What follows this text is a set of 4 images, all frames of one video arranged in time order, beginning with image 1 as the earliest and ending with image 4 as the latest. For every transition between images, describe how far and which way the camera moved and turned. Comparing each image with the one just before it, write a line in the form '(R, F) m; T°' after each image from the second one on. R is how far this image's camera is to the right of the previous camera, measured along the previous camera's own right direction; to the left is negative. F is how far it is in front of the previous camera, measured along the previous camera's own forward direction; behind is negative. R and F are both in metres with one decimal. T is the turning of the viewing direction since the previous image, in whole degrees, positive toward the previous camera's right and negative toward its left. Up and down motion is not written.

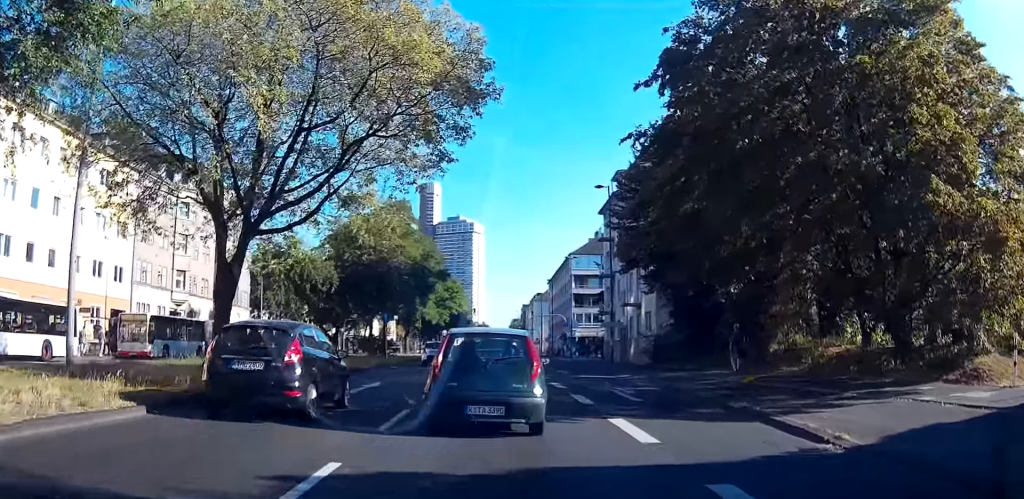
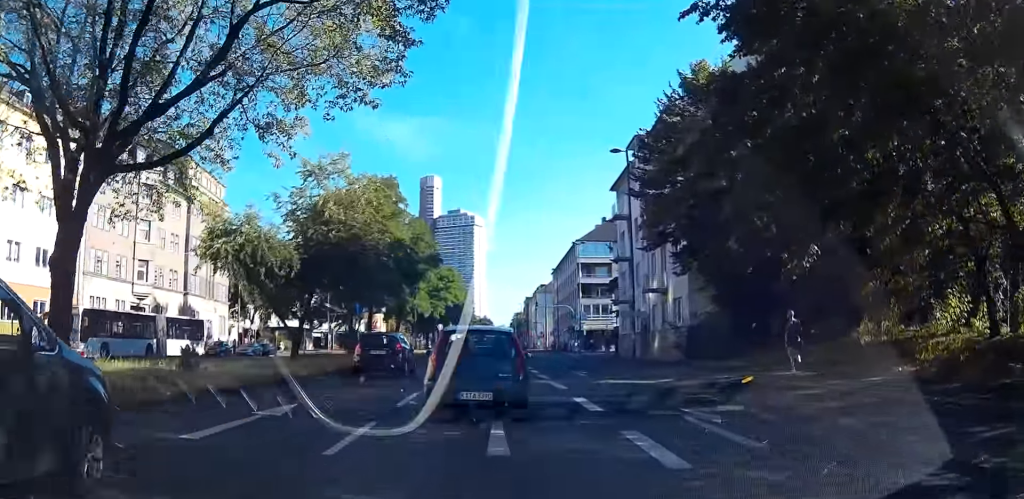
(+0.3, +8.6) m; +2°
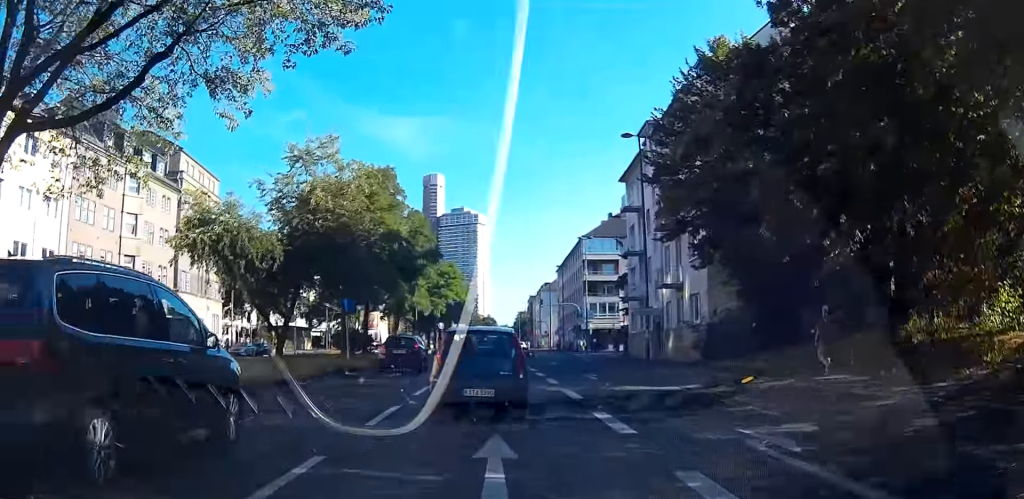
(-0.1, +3.5) m; +1°
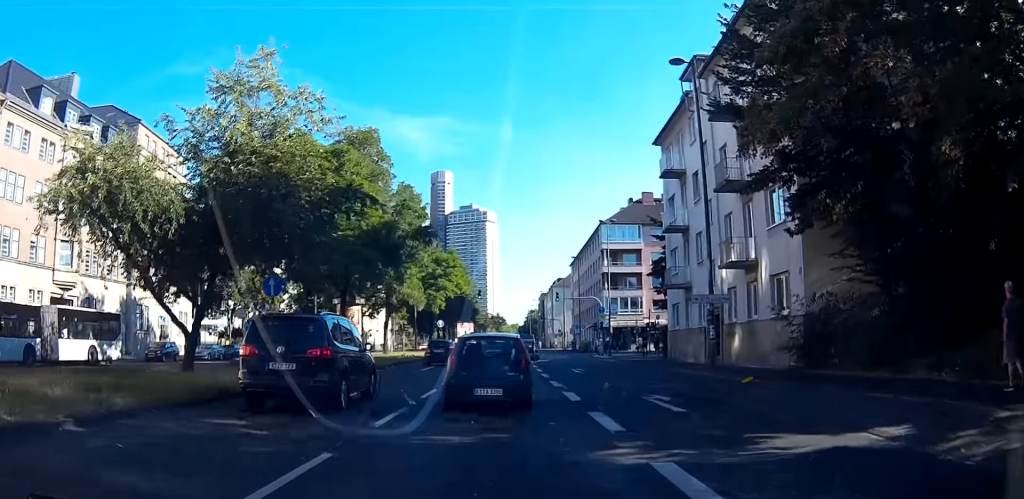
(+0.5, +12.3) m; +2°
